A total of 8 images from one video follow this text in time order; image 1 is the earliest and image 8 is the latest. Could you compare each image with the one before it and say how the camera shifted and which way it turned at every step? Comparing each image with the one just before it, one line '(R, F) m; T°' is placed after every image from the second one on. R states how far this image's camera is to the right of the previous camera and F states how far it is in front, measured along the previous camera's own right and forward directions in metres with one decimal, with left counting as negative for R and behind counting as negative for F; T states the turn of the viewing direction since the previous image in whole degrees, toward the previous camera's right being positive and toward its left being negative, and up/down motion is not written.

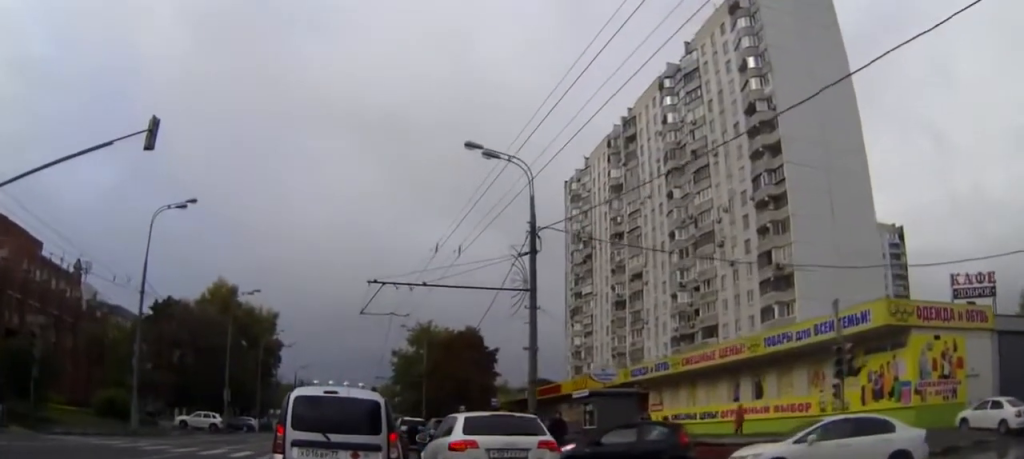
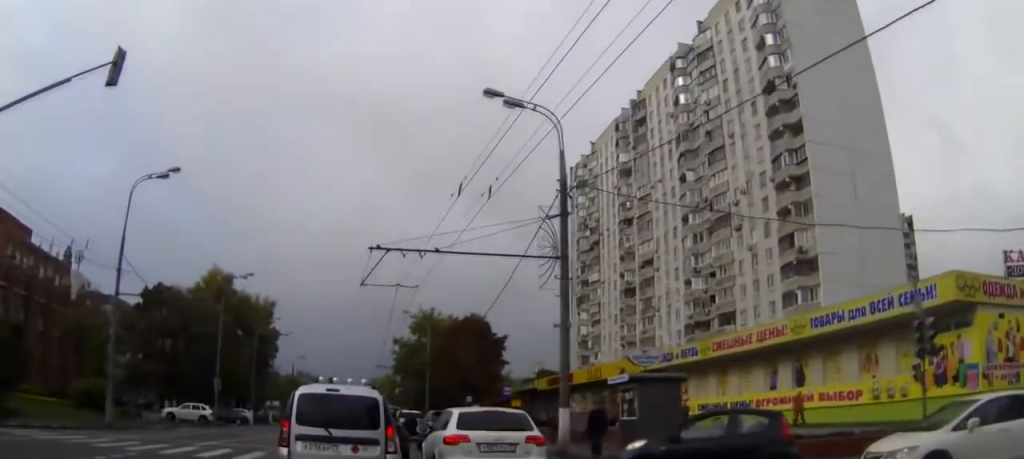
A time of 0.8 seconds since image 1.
(0.0, +4.5) m; 0°
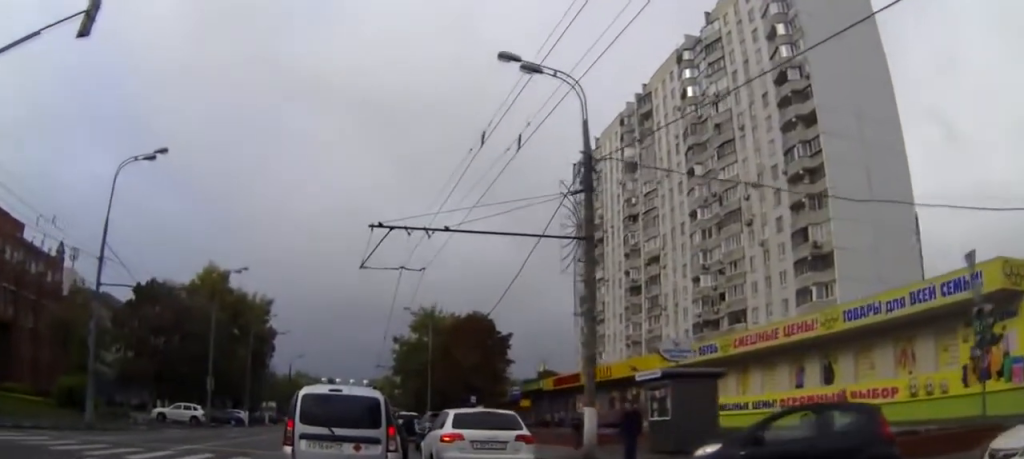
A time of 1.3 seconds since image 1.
(0.0, +2.7) m; 0°
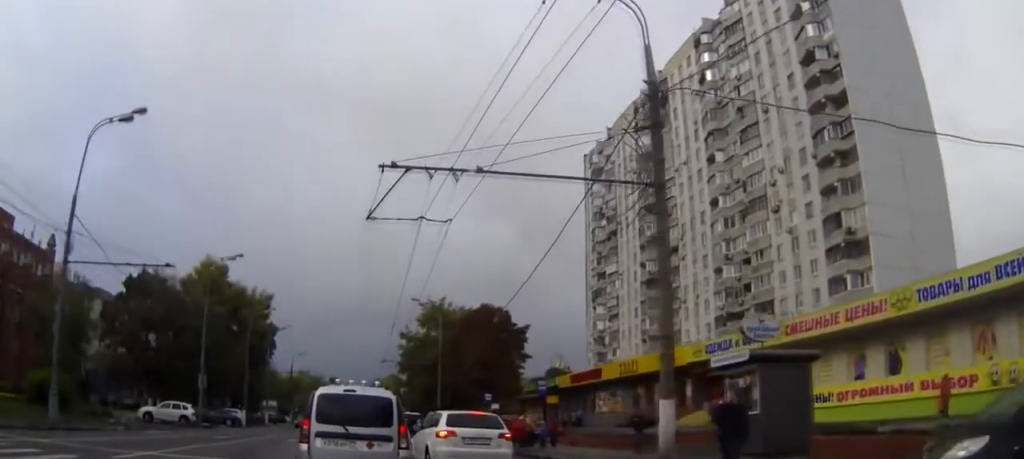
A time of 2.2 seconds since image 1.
(0.0, +4.7) m; 0°
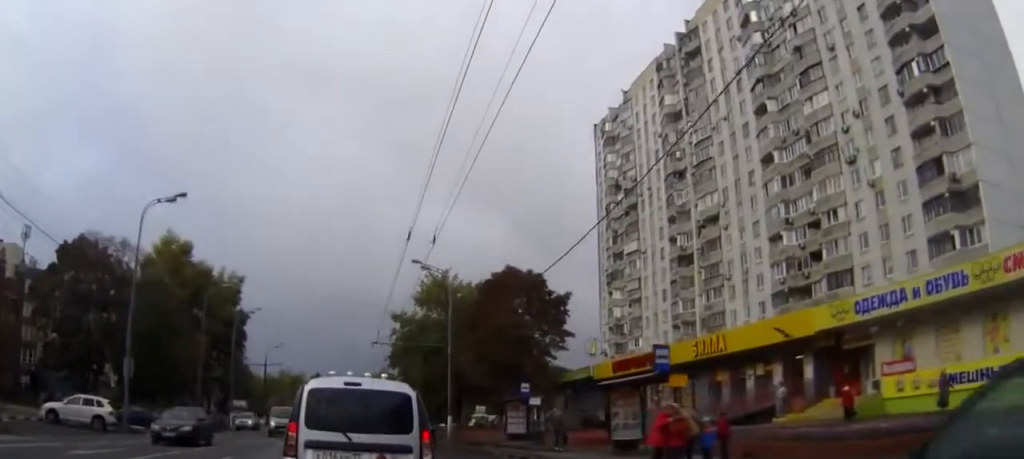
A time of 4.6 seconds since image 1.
(+0.2, +15.7) m; +1°
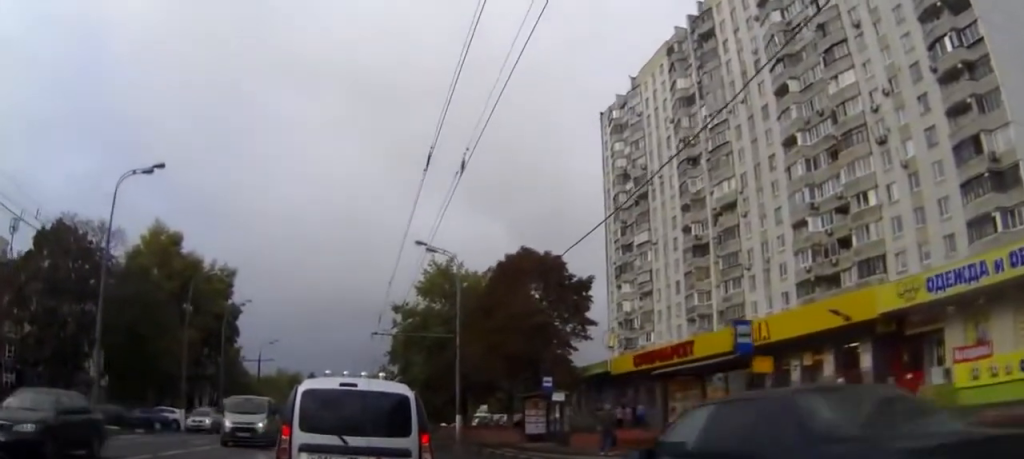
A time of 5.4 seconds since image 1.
(0.0, +5.5) m; 0°
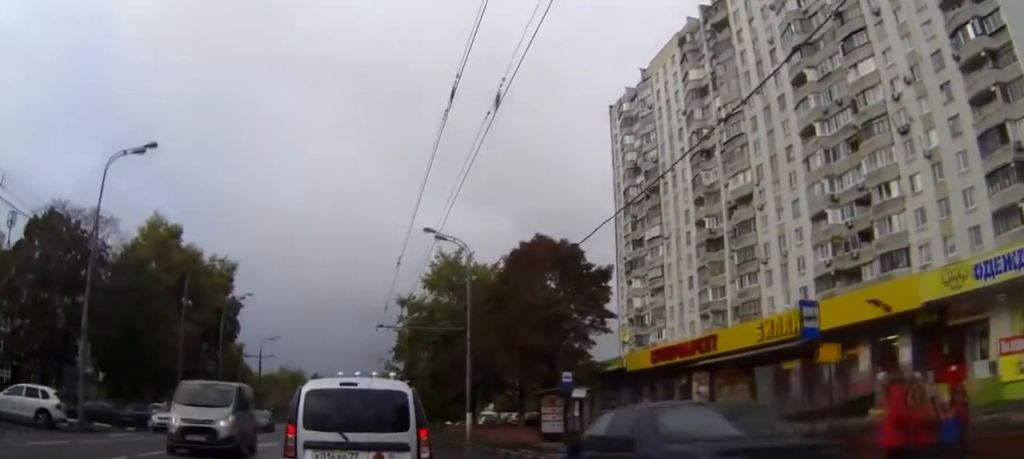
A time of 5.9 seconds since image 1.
(0.0, +2.7) m; 0°
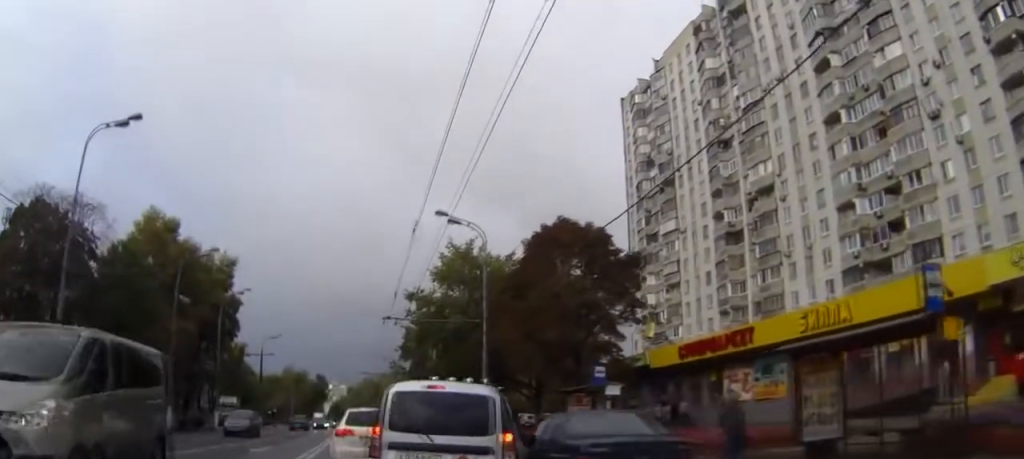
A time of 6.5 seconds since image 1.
(0.0, +3.6) m; 0°
